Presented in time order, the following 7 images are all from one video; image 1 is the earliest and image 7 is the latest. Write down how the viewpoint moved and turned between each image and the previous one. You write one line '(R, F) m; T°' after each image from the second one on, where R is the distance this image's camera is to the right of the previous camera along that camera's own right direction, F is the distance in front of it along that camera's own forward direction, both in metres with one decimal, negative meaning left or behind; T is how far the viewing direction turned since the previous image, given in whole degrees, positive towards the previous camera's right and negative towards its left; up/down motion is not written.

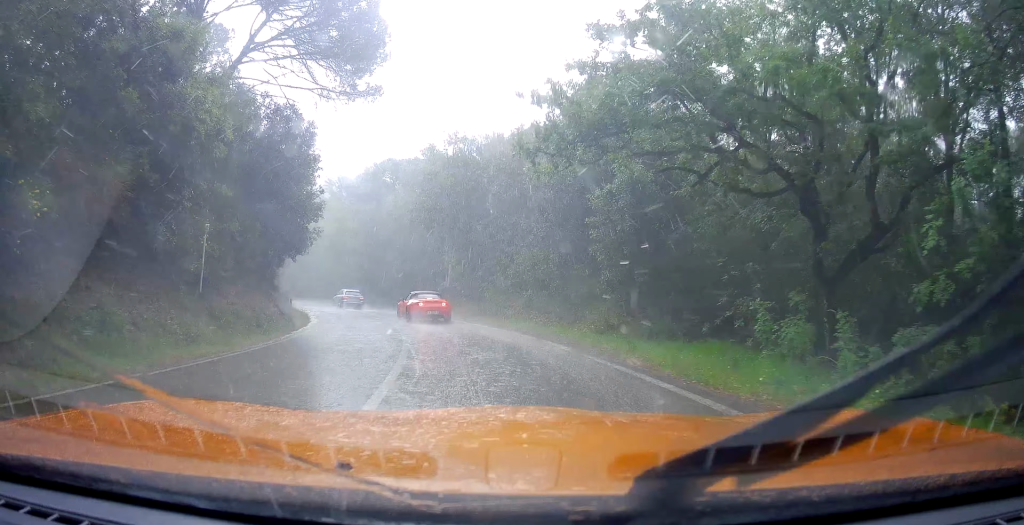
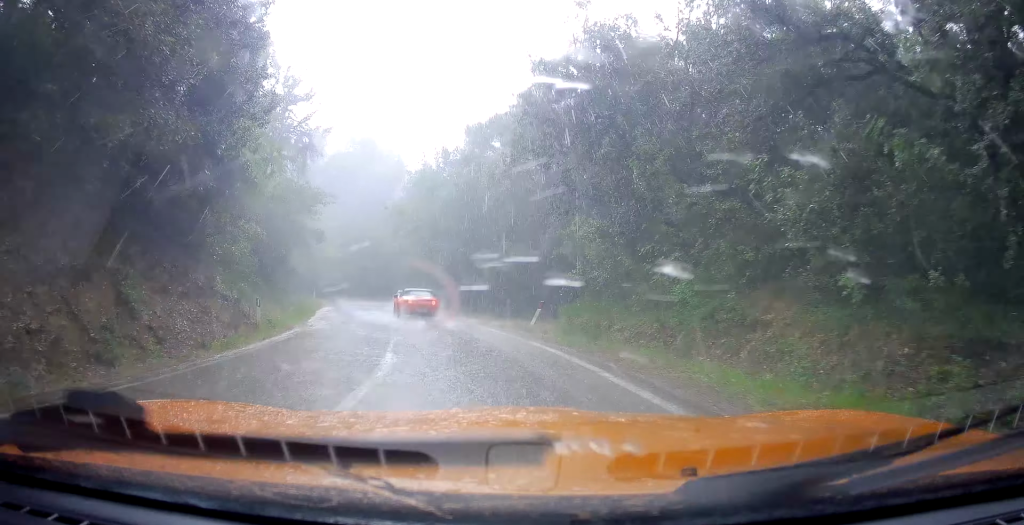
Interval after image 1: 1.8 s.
(-2.9, +16.4) m; -20°
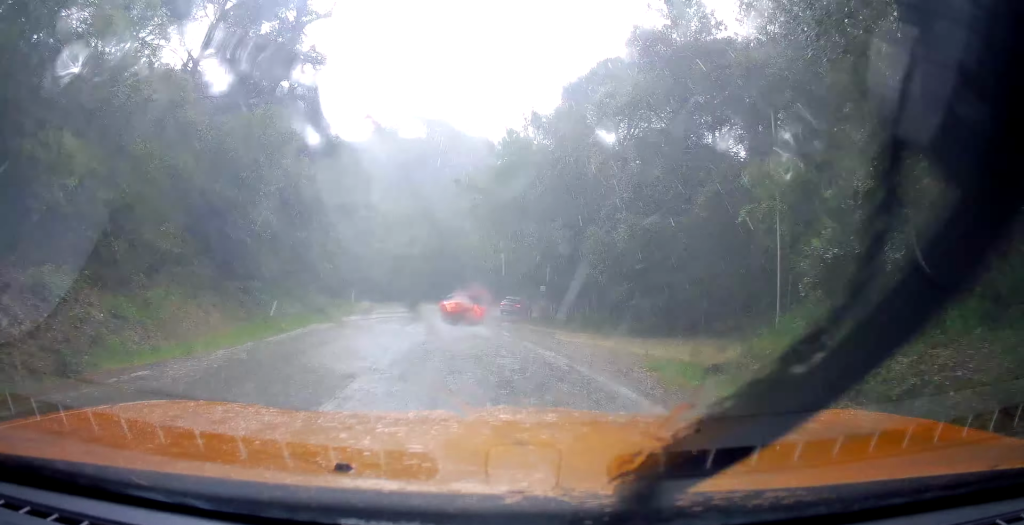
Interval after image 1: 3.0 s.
(-0.8, +12.1) m; -4°
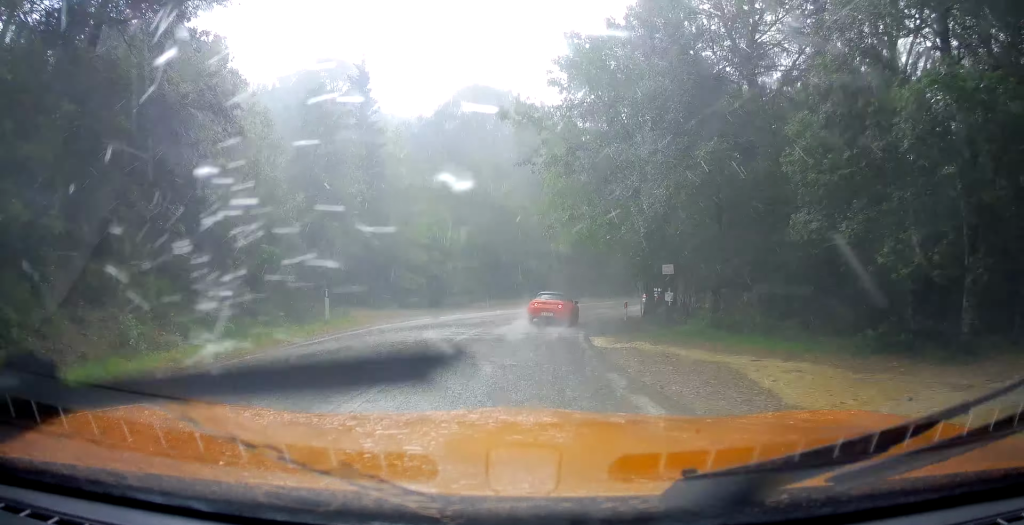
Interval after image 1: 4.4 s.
(-0.3, +13.9) m; -4°
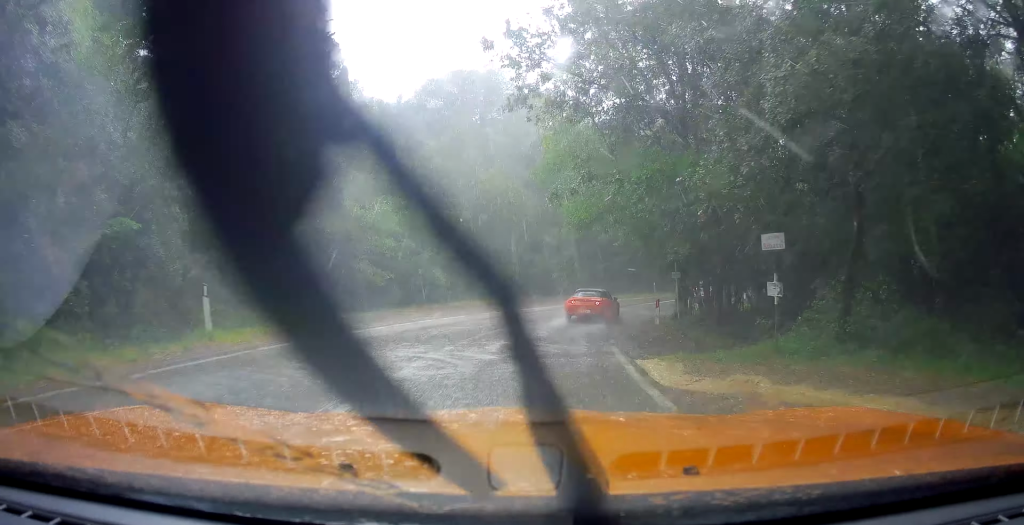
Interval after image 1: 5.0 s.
(-0.2, +7.0) m; -3°
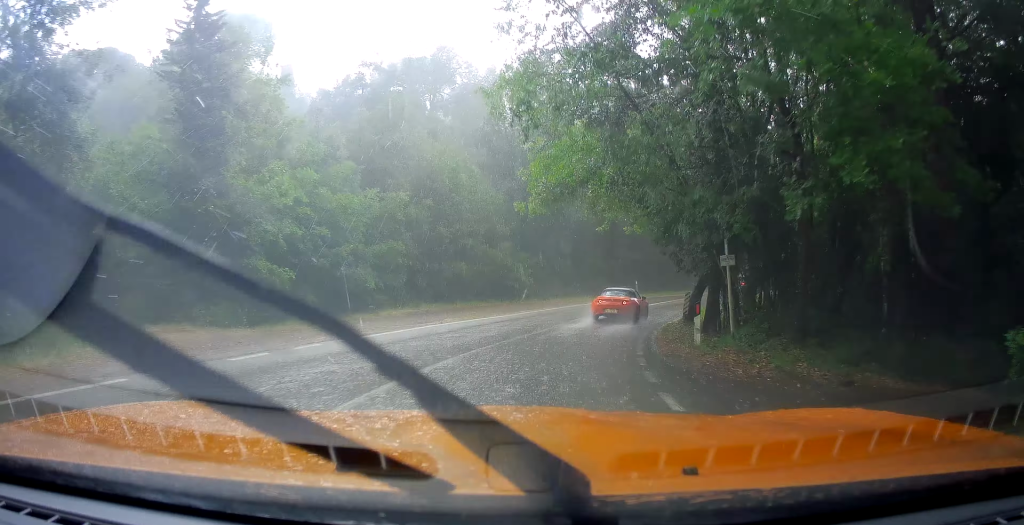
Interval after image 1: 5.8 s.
(0.0, +7.7) m; -3°
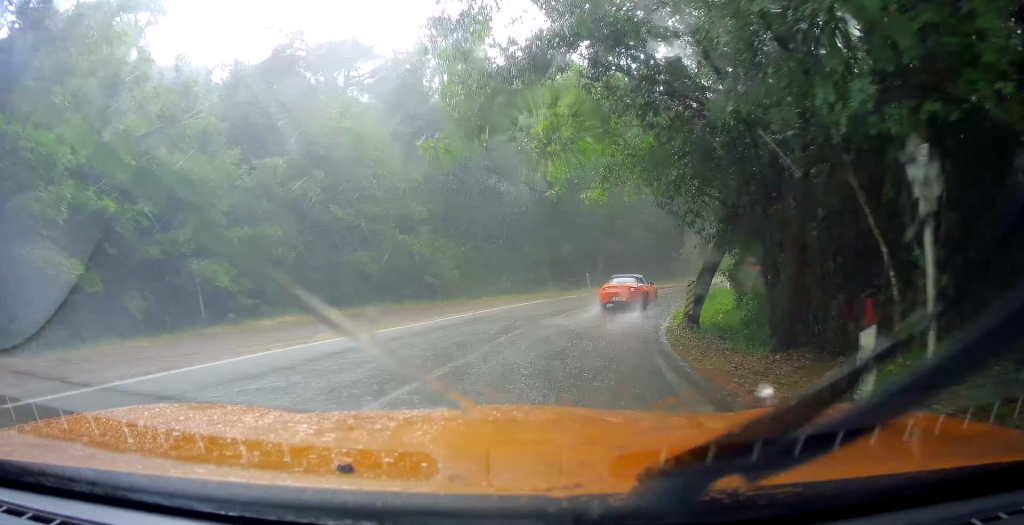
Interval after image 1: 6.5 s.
(-0.3, +7.4) m; +1°
